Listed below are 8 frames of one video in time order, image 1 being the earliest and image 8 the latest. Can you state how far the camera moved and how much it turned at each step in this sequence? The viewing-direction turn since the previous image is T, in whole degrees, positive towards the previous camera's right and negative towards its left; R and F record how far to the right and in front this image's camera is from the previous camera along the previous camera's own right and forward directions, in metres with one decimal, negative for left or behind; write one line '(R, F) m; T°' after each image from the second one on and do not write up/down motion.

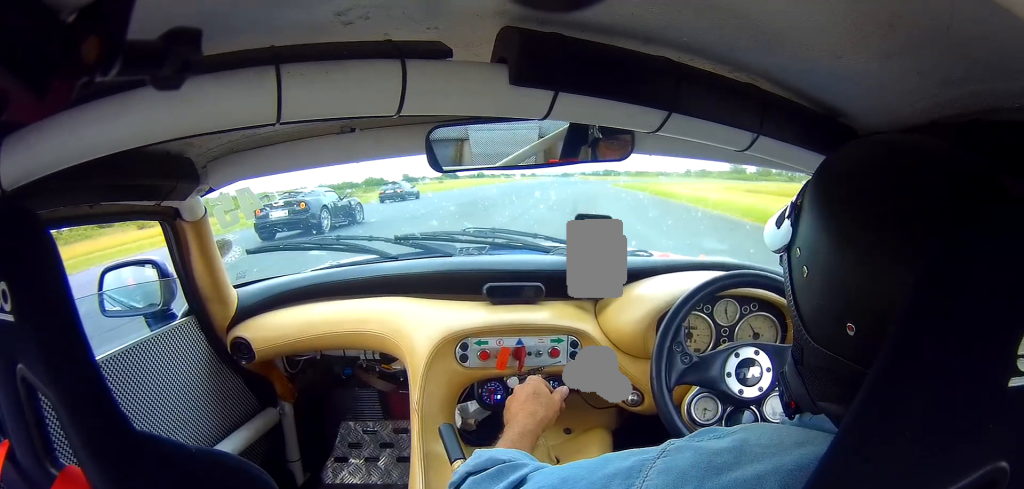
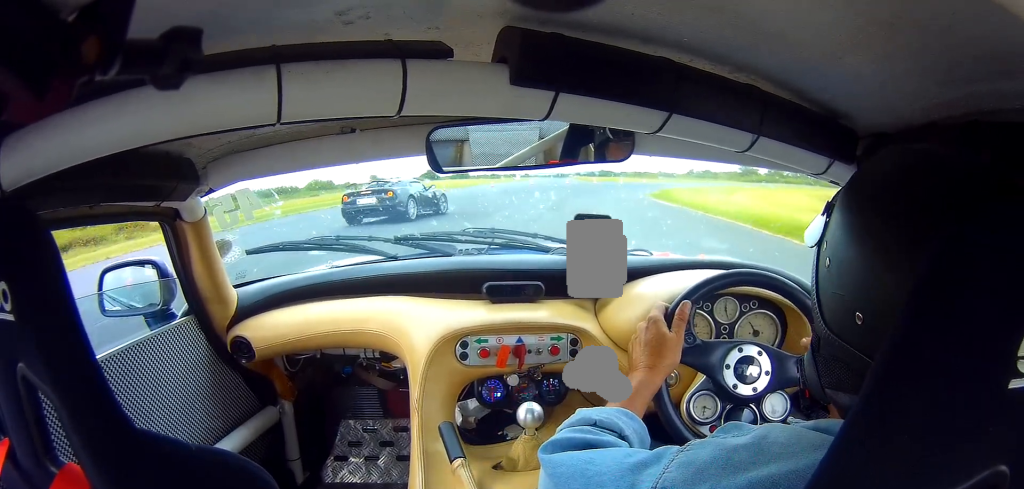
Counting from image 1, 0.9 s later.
(-0.1, +38.0) m; +4°
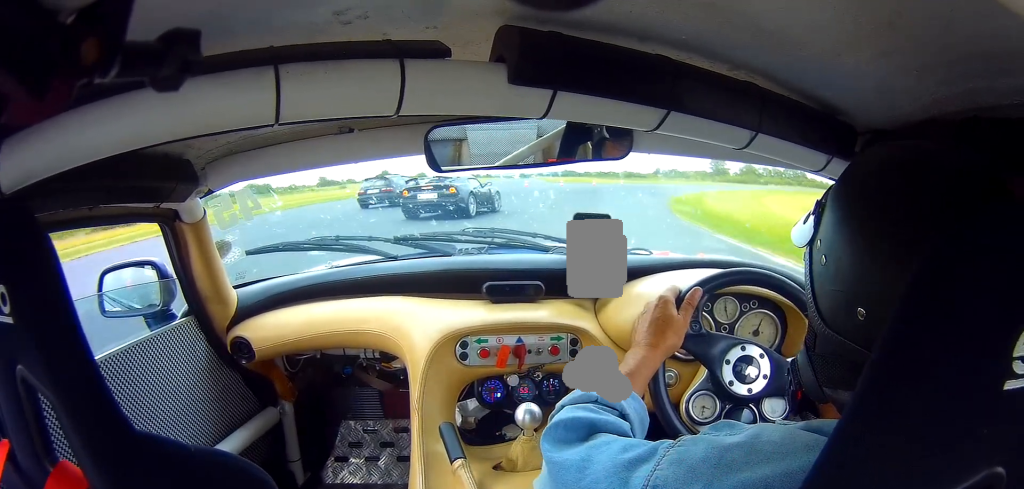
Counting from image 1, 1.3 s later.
(+1.1, +15.6) m; +4°
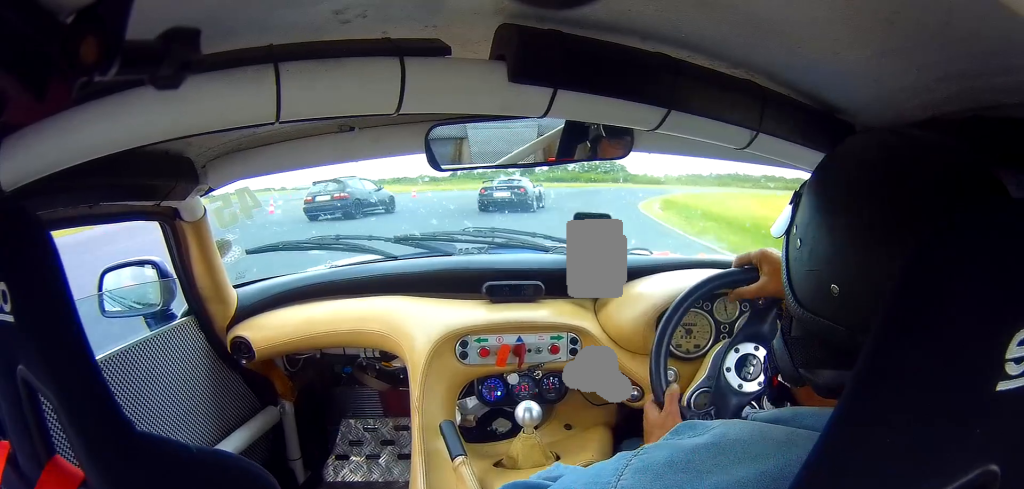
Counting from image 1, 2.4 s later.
(+3.0, +36.6) m; +12°
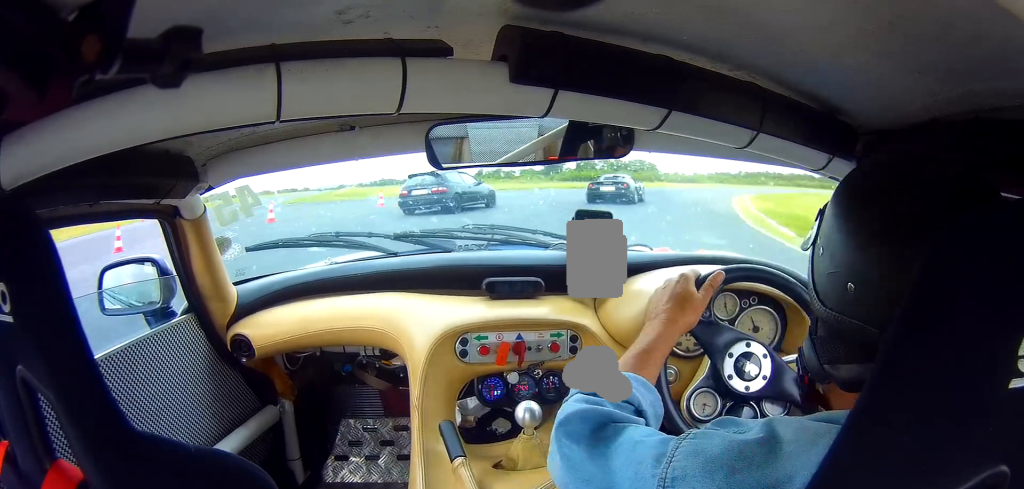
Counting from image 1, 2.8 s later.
(-0.5, +12.5) m; +5°
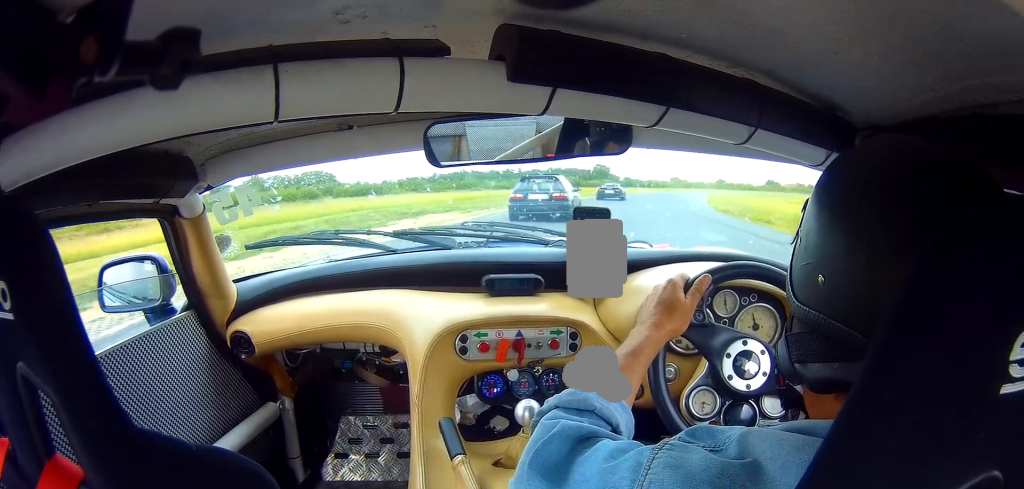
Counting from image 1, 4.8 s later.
(+15.7, +59.5) m; +25°
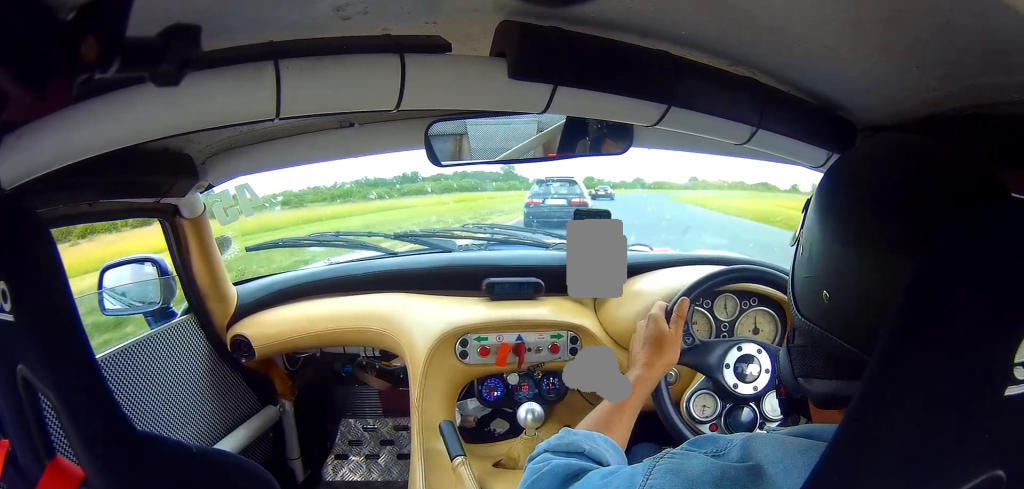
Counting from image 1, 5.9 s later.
(+2.7, +36.1) m; +8°
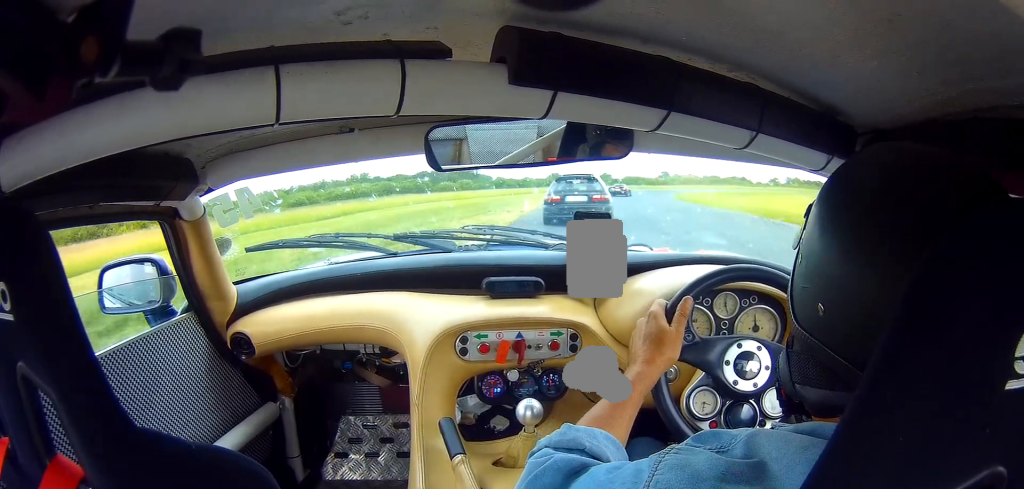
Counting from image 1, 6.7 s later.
(+1.3, +24.8) m; +5°
